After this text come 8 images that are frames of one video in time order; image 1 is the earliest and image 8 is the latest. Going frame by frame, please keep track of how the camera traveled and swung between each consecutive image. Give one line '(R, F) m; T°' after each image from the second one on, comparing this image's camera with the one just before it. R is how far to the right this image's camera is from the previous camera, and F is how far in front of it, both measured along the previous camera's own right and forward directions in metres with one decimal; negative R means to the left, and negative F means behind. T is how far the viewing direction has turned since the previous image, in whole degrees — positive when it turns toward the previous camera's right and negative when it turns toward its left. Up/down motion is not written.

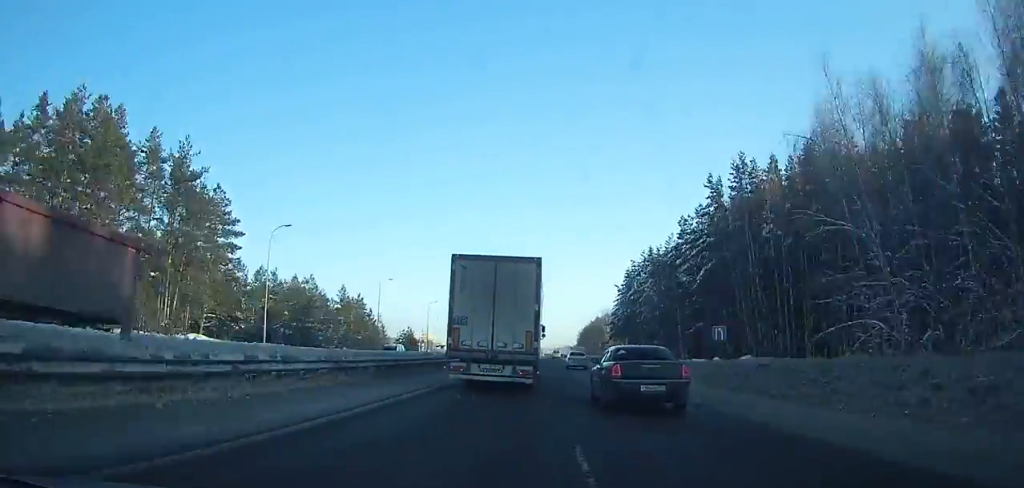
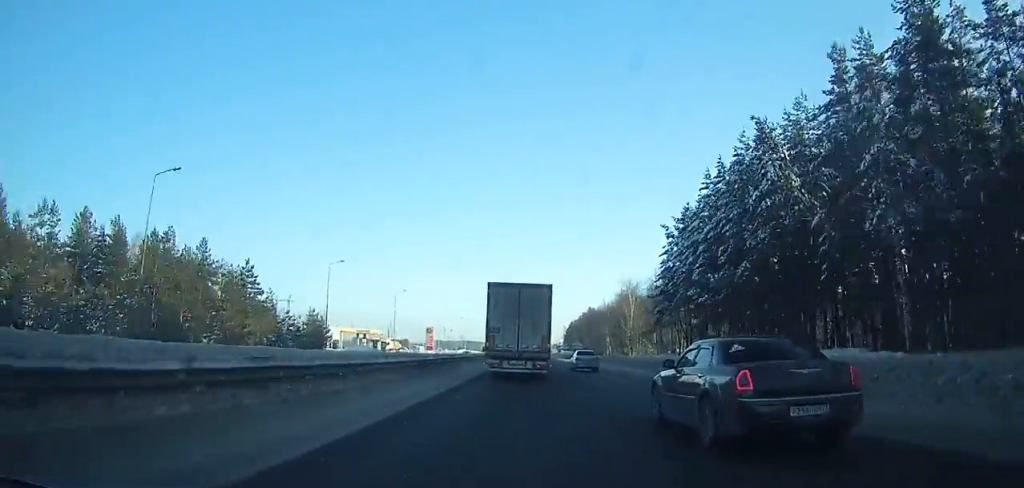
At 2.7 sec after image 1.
(+0.3, +52.9) m; +1°
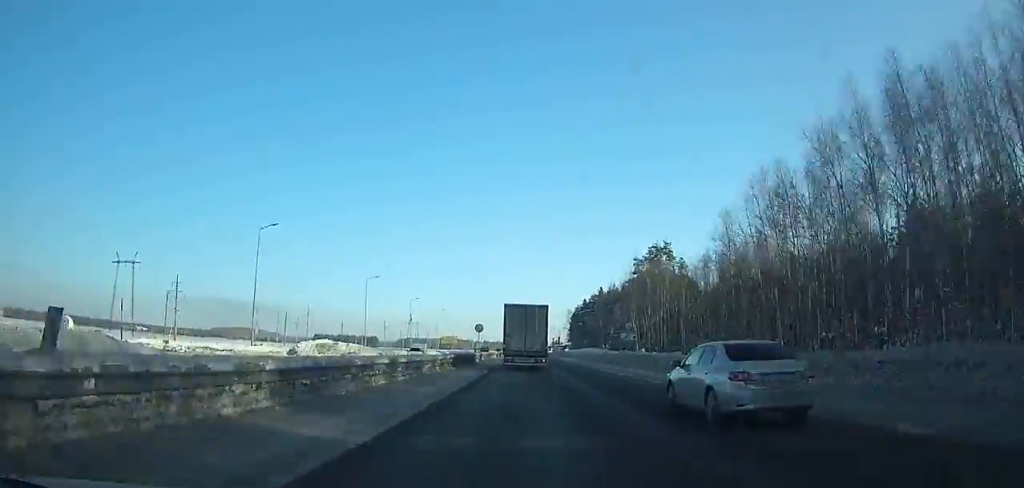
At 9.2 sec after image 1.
(+1.6, +134.6) m; +1°
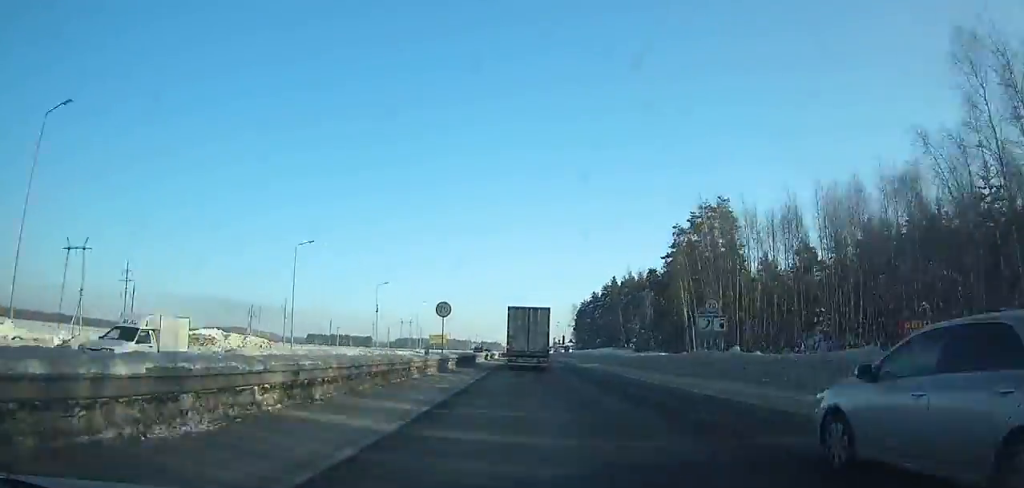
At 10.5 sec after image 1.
(0.0, +27.6) m; 0°
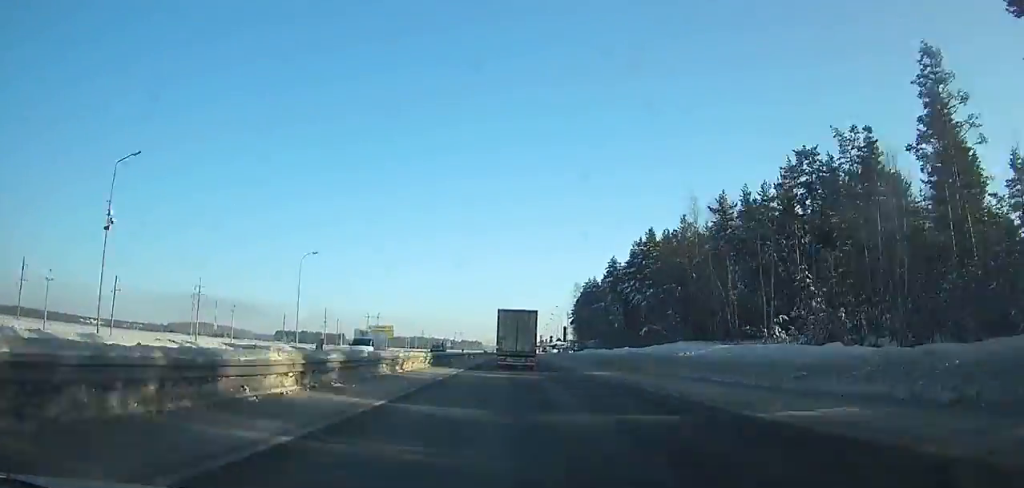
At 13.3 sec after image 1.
(+0.8, +59.9) m; +1°
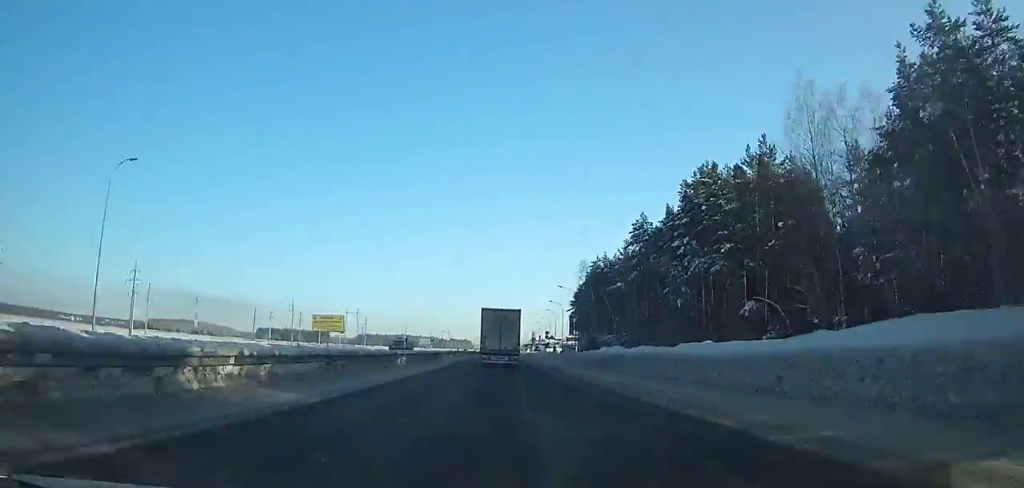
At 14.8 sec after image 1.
(+0.4, +31.8) m; 0°
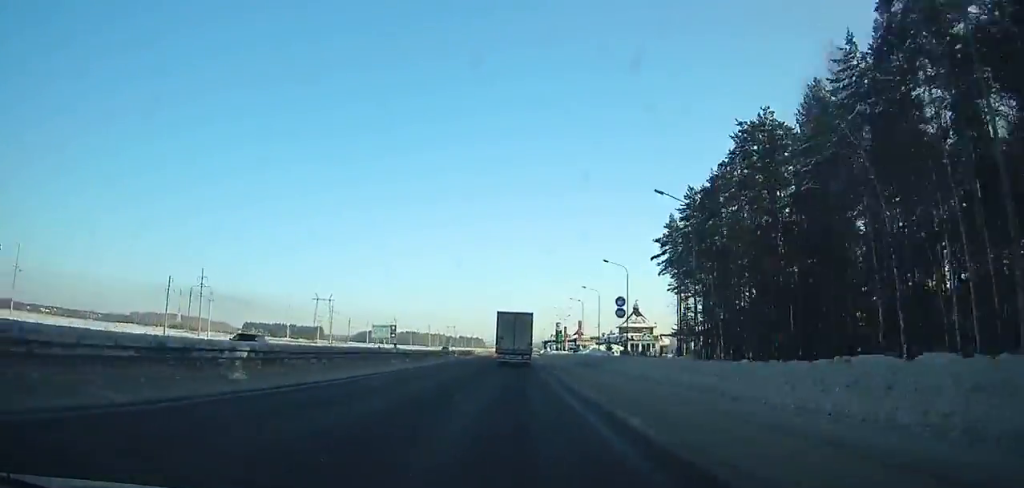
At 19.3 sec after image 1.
(-0.4, +93.8) m; -1°
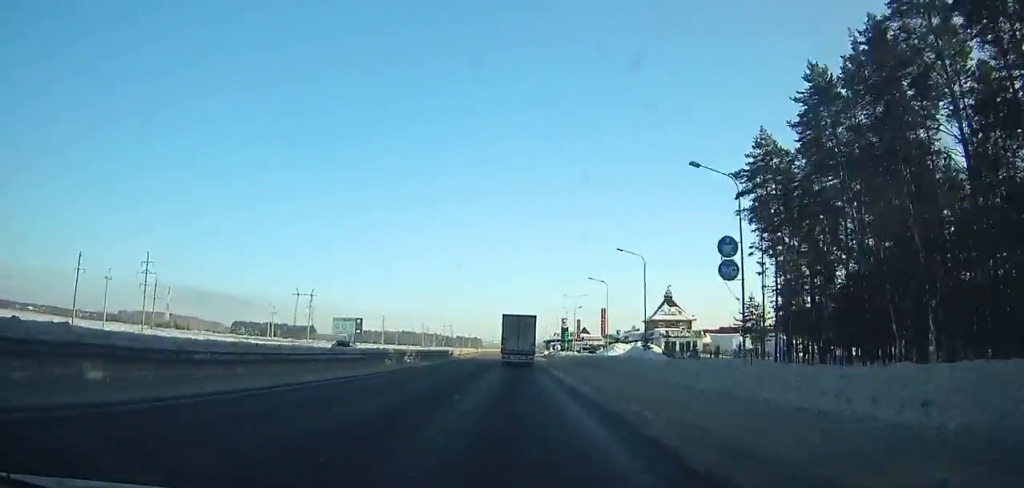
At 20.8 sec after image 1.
(0.0, +30.3) m; 0°
